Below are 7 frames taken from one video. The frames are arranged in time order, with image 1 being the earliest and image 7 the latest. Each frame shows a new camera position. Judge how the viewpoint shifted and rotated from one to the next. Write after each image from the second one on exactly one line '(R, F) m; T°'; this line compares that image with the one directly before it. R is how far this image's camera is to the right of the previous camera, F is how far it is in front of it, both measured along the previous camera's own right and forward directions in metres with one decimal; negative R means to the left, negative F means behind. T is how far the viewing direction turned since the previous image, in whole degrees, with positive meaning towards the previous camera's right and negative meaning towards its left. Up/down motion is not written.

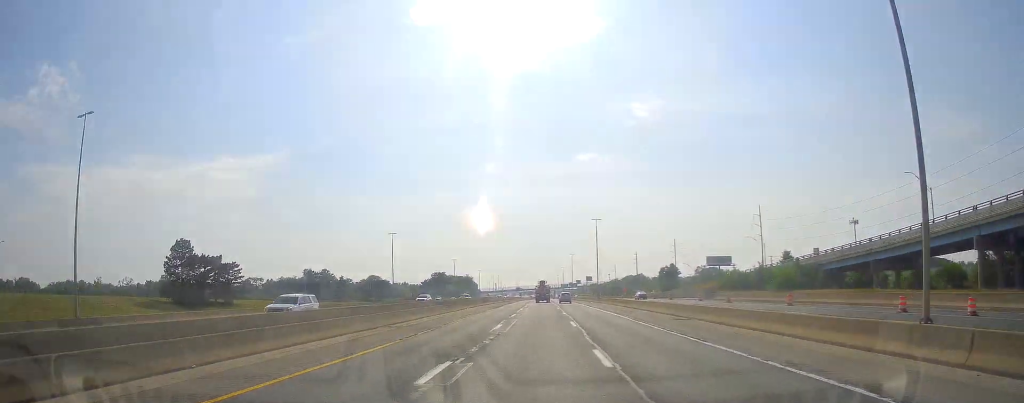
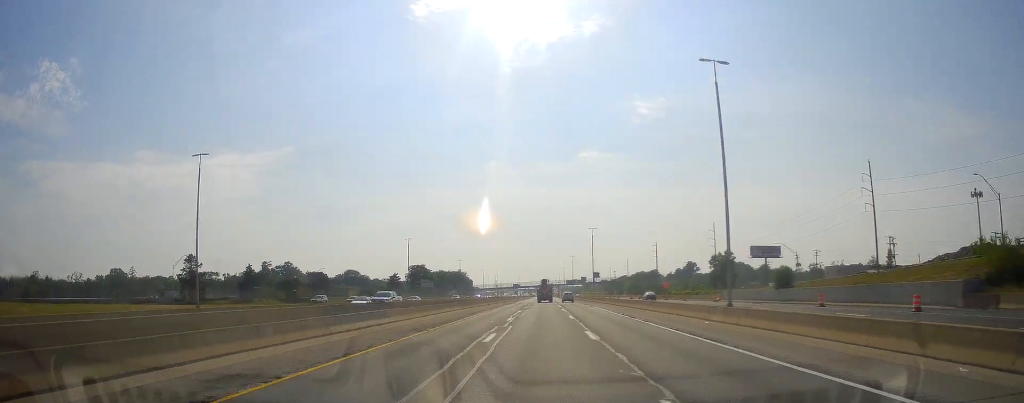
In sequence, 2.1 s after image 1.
(-0.9, +68.8) m; 0°
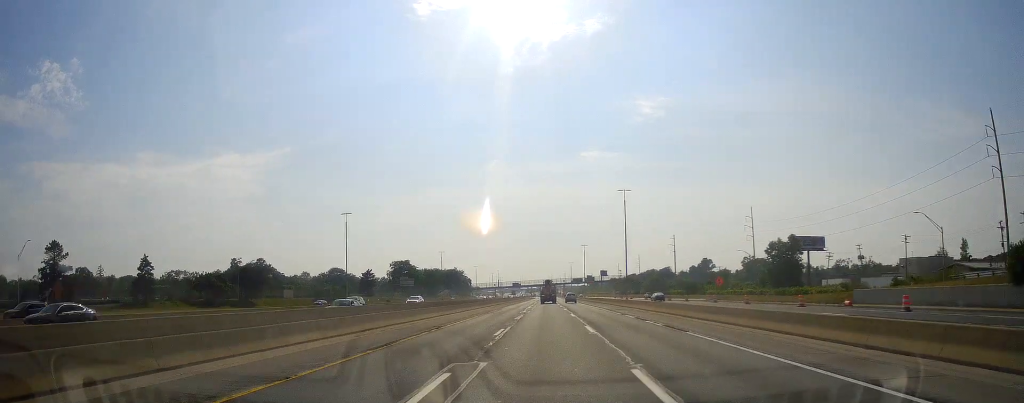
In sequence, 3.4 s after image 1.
(+0.5, +42.4) m; +1°
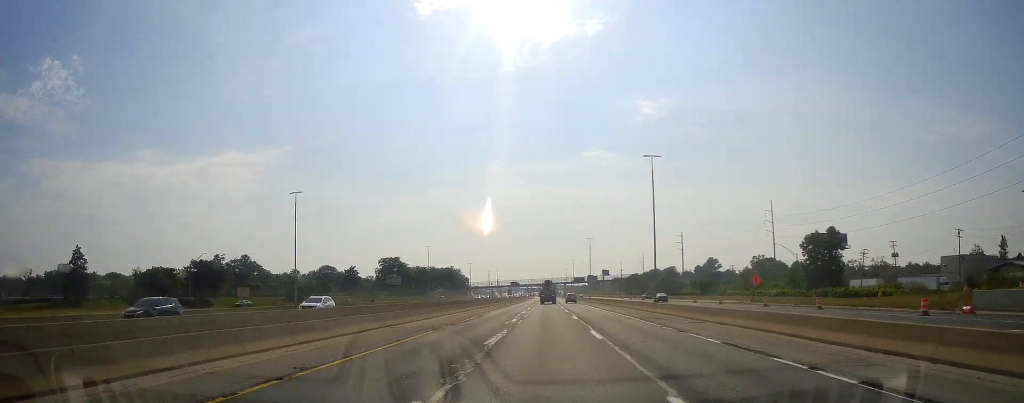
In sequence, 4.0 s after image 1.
(0.0, +18.4) m; 0°
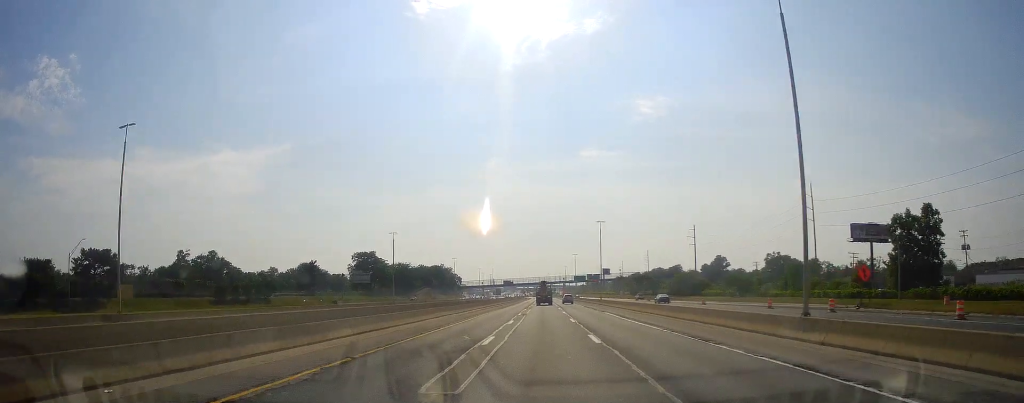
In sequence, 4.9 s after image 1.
(0.0, +31.6) m; 0°
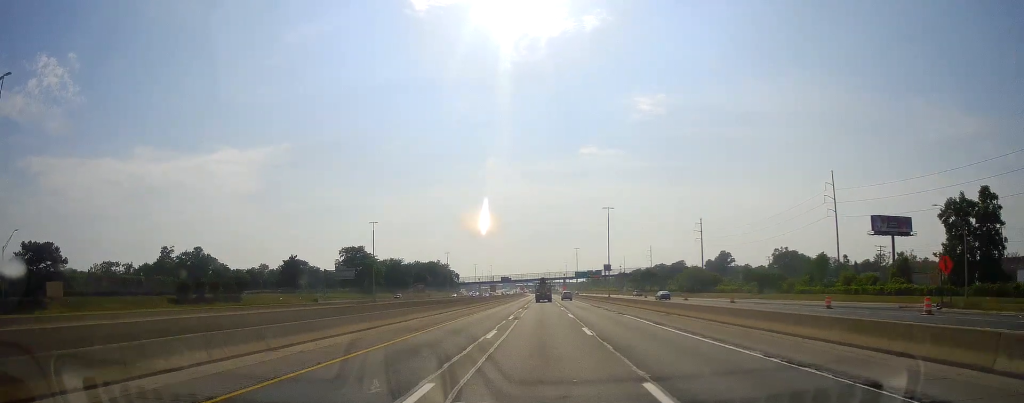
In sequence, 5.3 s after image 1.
(0.0, +13.0) m; 0°
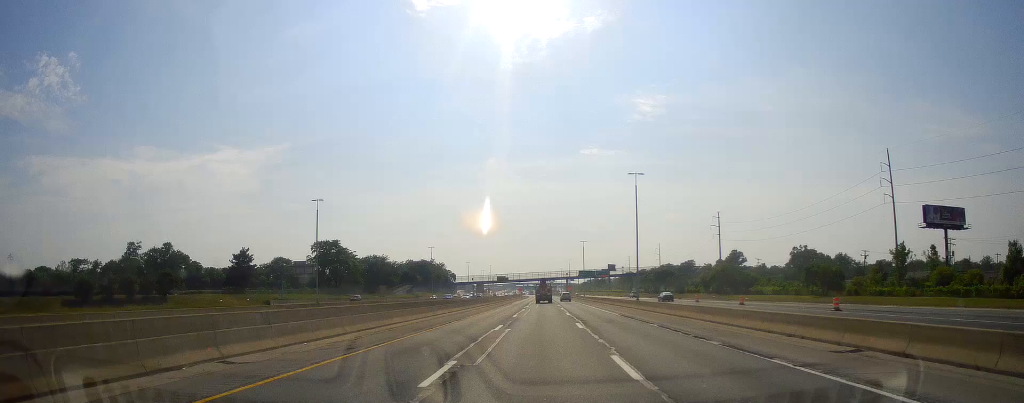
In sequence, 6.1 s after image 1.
(0.0, +25.9) m; 0°
